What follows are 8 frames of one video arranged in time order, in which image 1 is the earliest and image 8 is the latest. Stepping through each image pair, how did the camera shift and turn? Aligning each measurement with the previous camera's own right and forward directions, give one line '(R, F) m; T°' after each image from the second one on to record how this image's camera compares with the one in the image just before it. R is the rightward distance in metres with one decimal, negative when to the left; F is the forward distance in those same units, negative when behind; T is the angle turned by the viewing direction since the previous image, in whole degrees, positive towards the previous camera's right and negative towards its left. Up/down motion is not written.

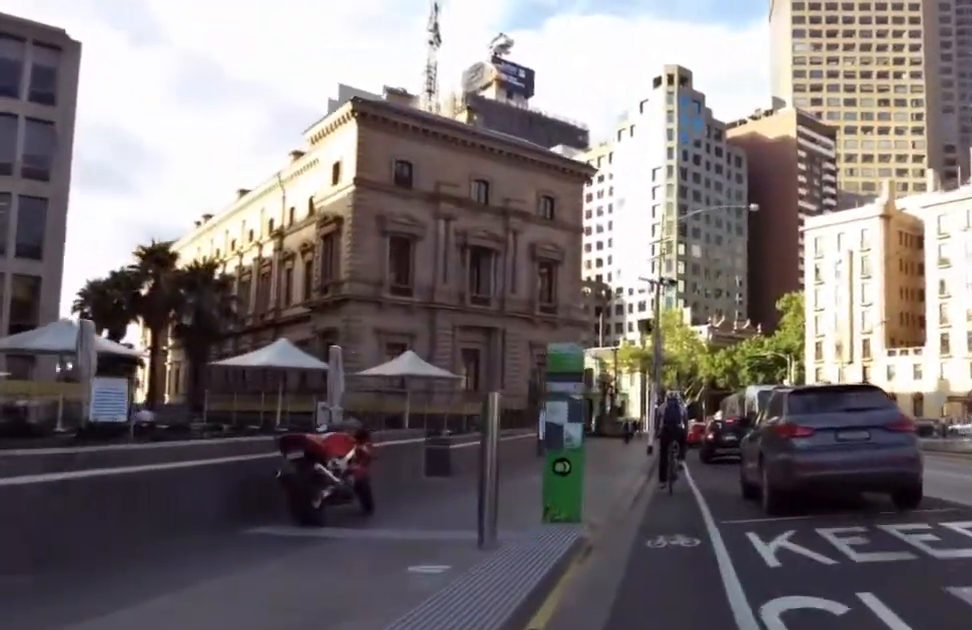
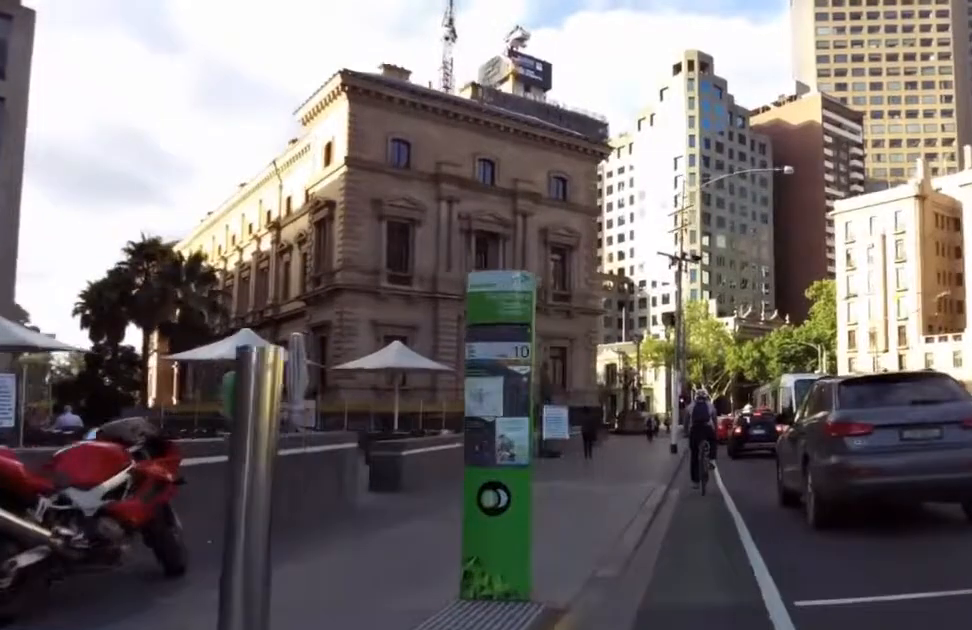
(-1.2, +3.4) m; -10°
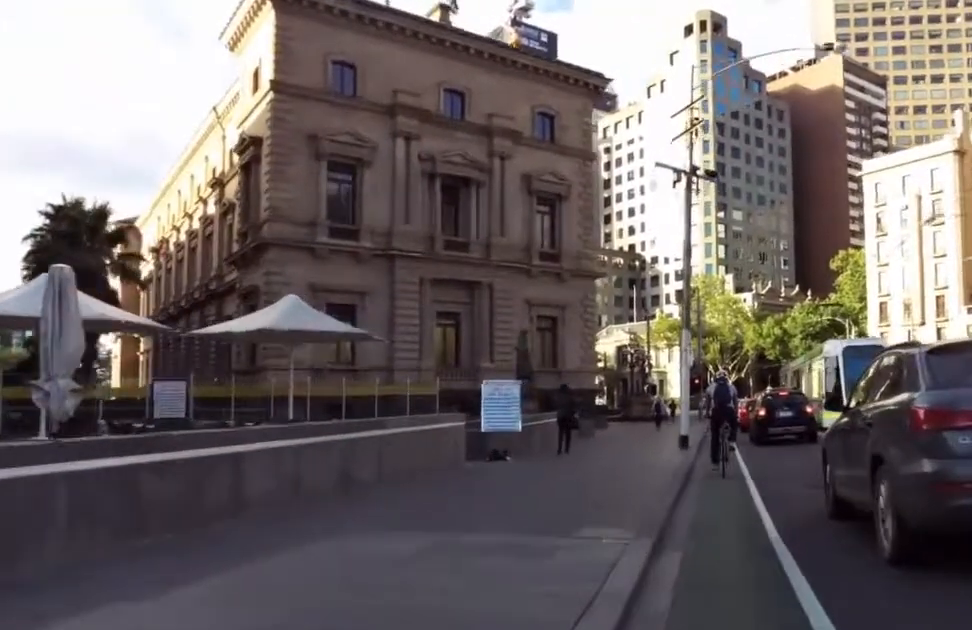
(-0.3, +7.0) m; -5°
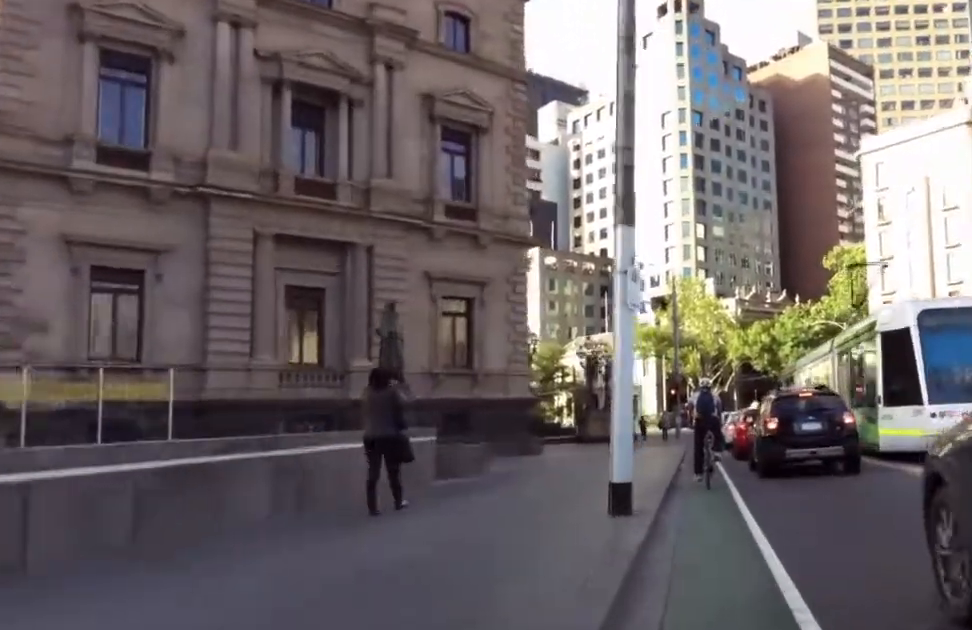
(-1.1, +11.2) m; -6°
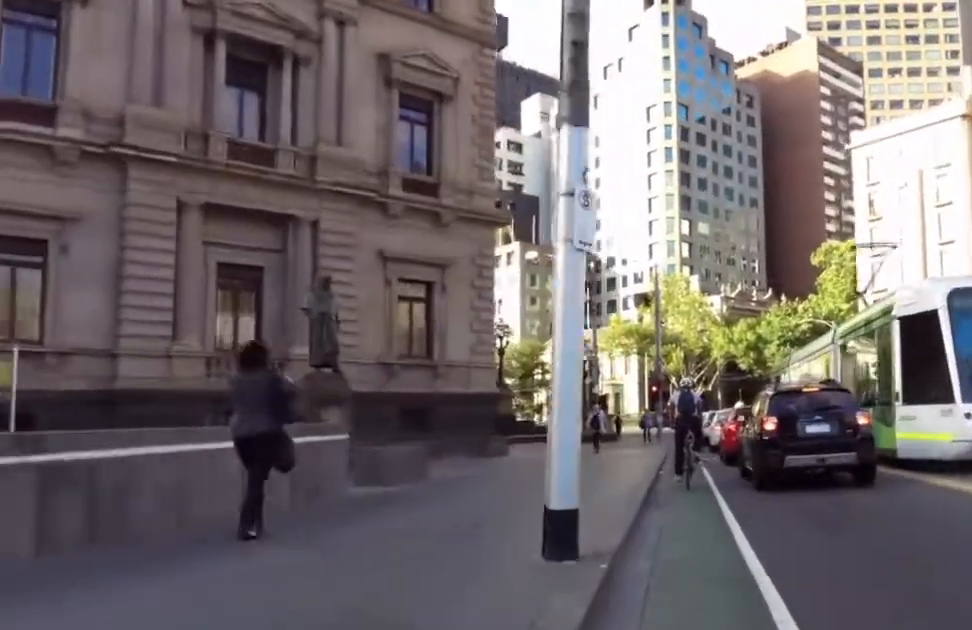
(0.0, +2.6) m; +2°
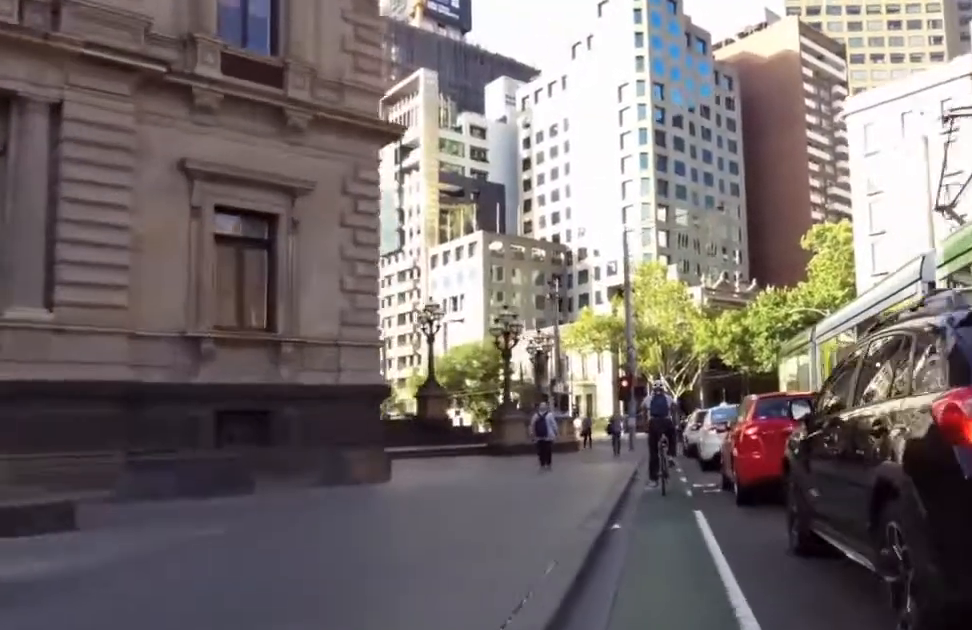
(+0.7, +7.8) m; +11°
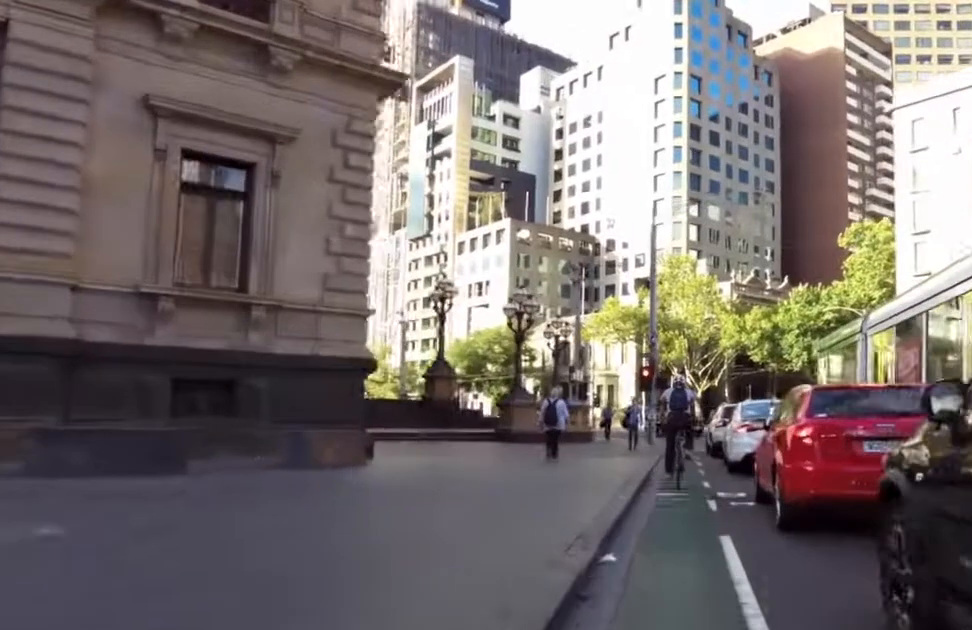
(+0.1, +2.1) m; +3°
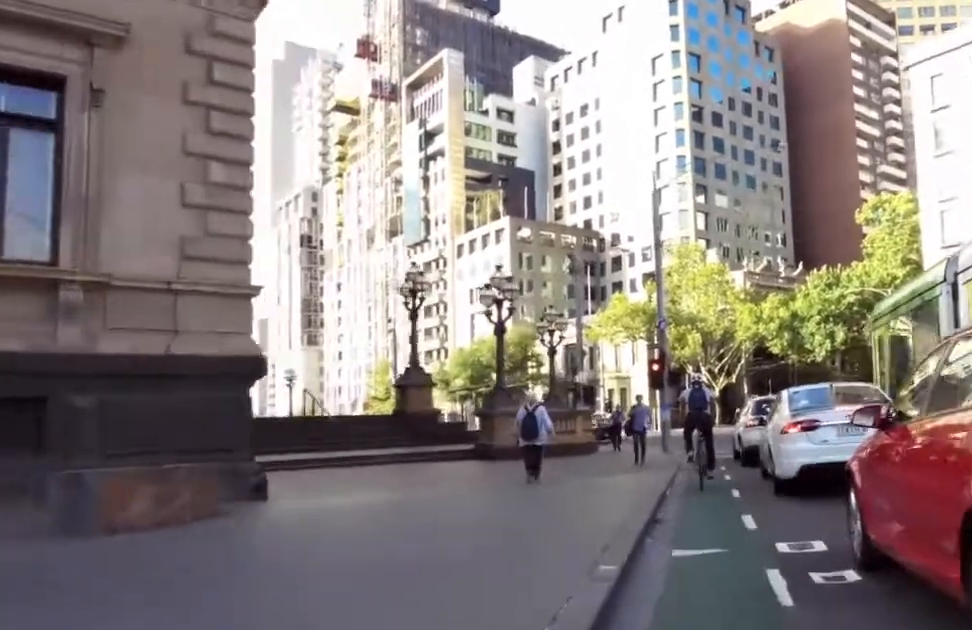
(+0.1, +3.6) m; +1°
